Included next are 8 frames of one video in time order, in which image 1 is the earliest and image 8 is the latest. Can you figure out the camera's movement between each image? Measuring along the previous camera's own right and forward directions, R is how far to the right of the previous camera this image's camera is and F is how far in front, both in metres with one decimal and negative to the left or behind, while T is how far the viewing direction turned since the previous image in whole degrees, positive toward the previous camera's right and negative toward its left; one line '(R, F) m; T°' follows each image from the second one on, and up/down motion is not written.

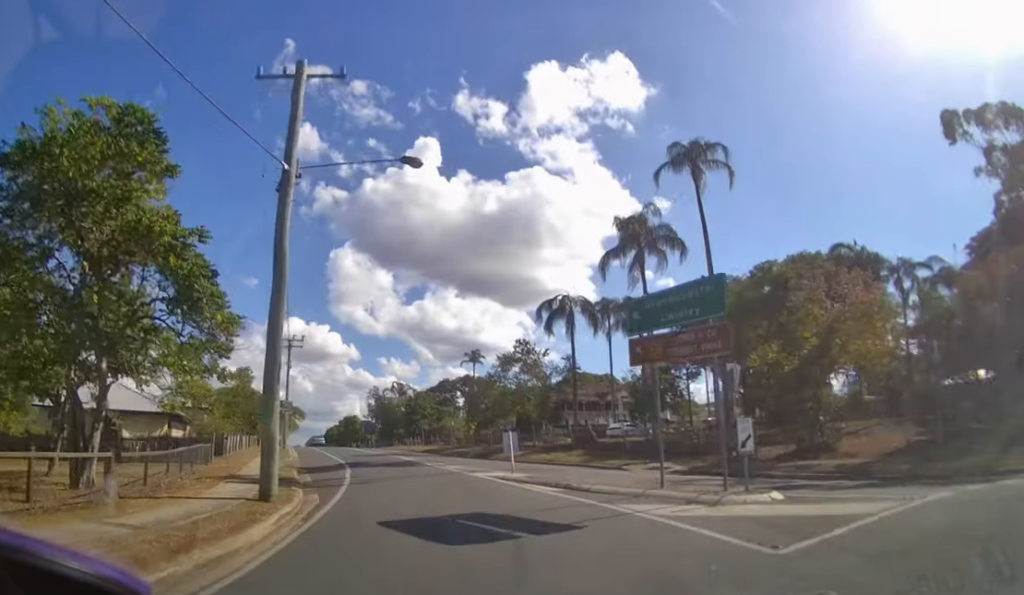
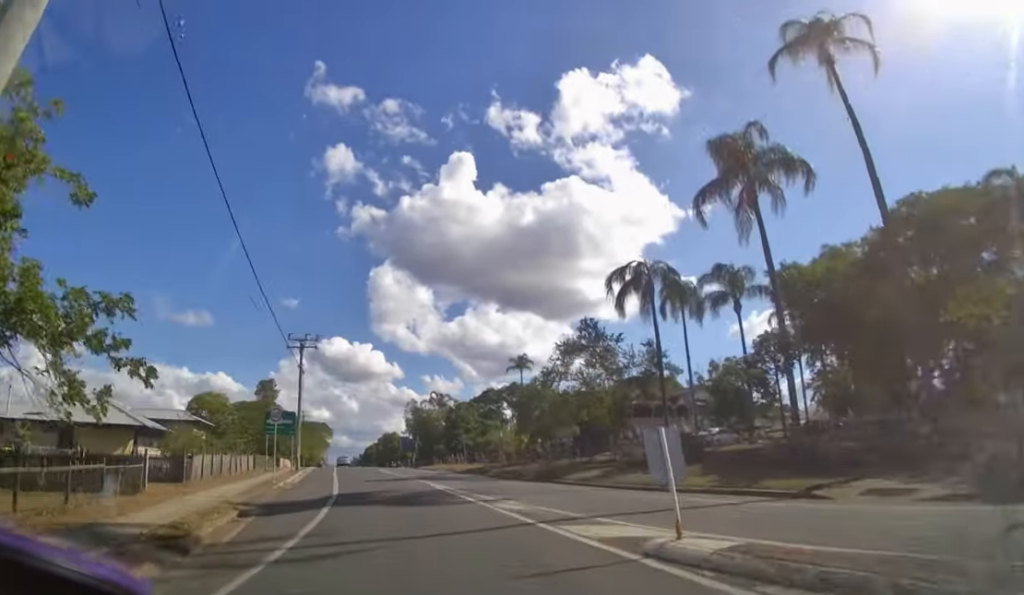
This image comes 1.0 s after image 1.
(+0.5, +9.3) m; +2°
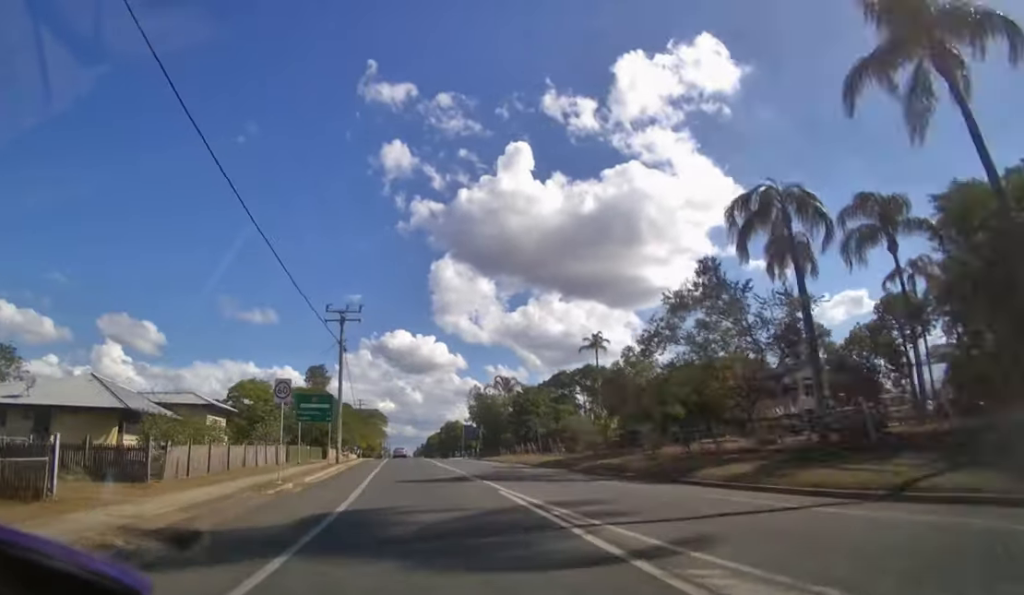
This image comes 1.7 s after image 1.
(0.0, +8.0) m; -3°
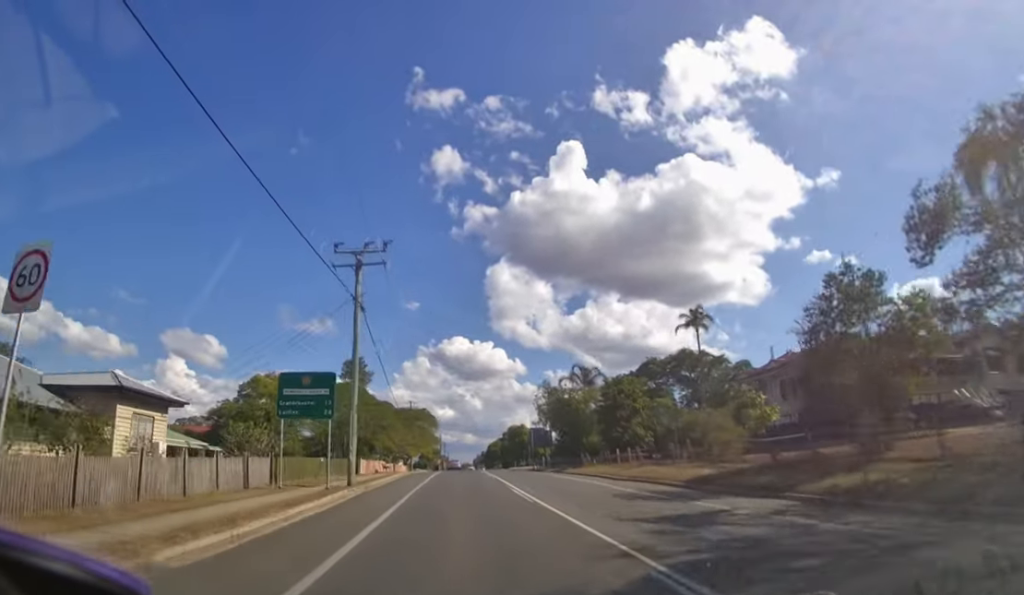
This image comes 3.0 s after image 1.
(-1.0, +14.9) m; -7°
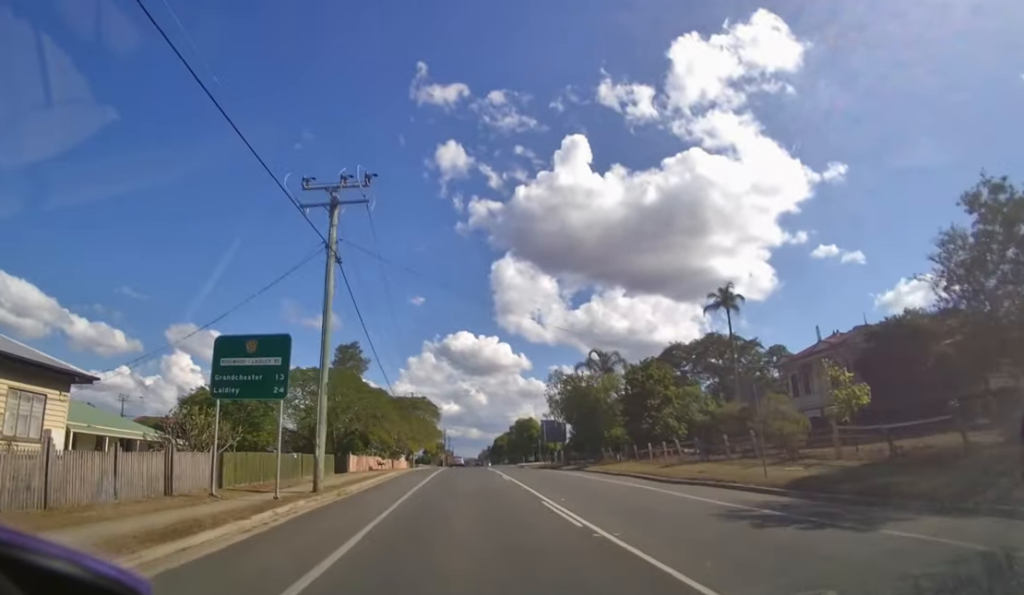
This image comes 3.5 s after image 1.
(-0.2, +5.9) m; -1°
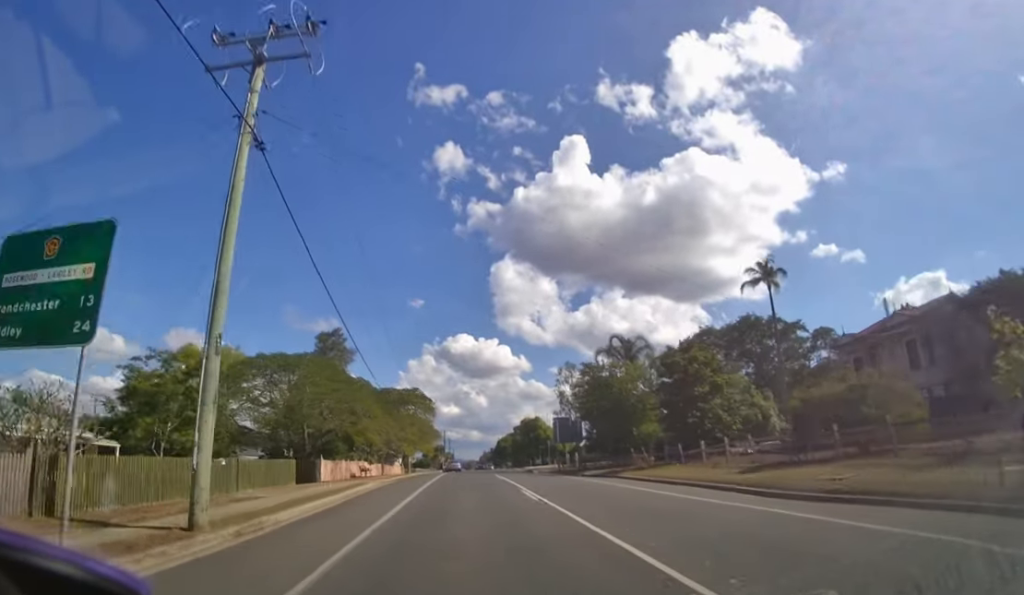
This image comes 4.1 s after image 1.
(-0.1, +7.5) m; -1°
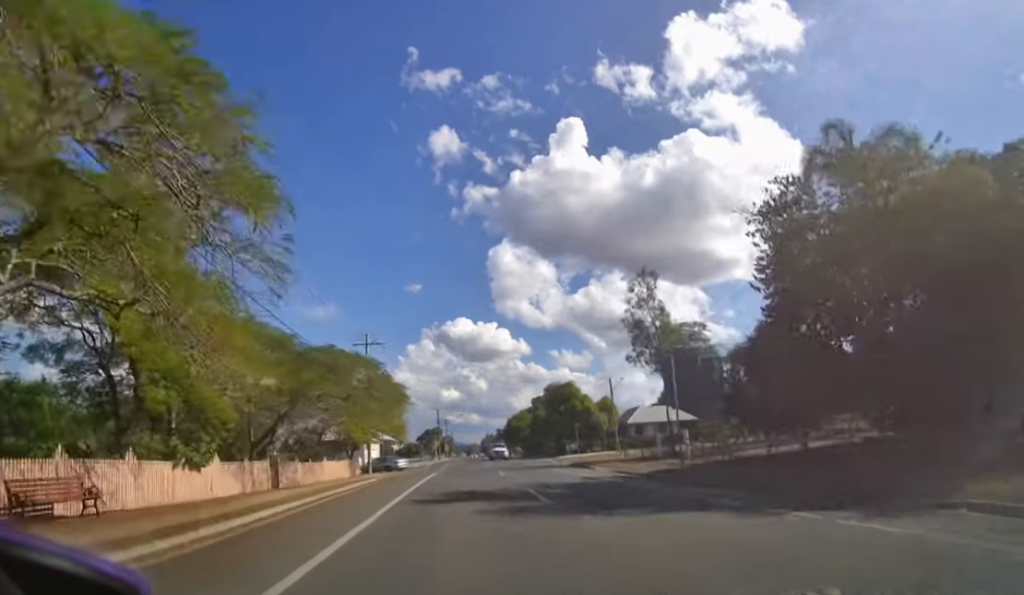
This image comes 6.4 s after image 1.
(-0.3, +26.9) m; -1°
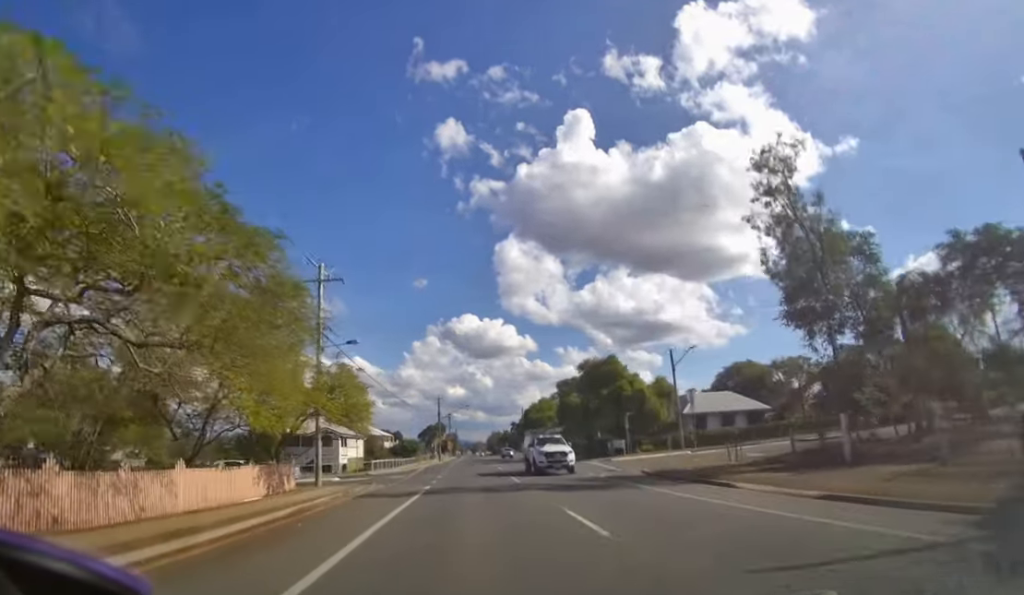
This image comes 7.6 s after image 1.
(0.0, +13.4) m; 0°
